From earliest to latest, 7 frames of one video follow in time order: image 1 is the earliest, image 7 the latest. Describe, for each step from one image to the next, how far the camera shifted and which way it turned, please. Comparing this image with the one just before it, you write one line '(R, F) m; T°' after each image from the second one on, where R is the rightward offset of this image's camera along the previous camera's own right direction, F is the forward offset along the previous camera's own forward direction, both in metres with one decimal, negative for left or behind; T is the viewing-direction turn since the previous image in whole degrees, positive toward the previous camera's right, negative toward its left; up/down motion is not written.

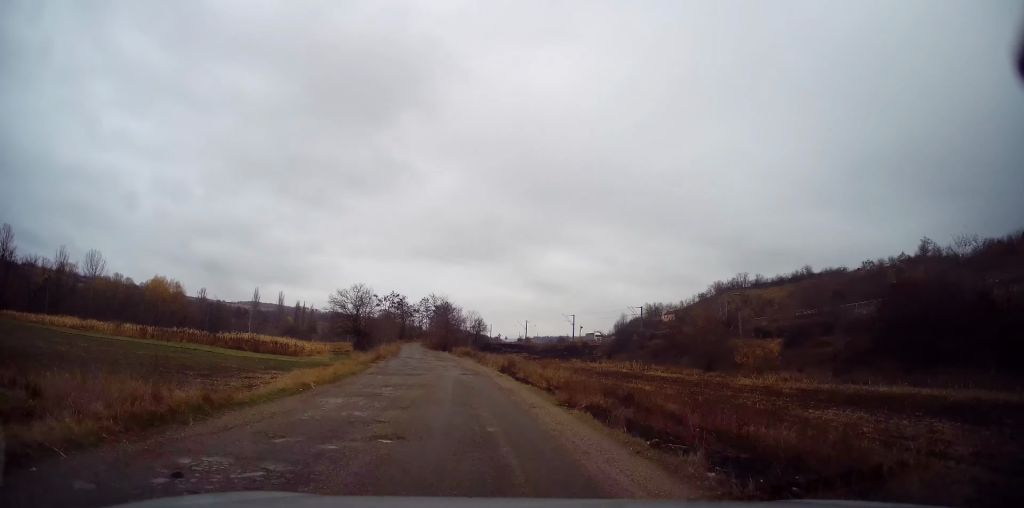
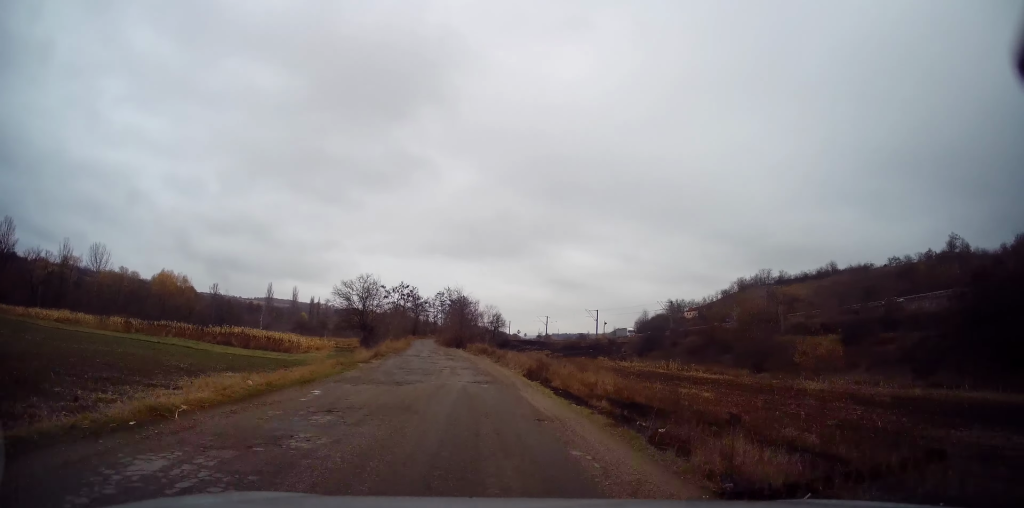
(0.0, +7.8) m; -1°
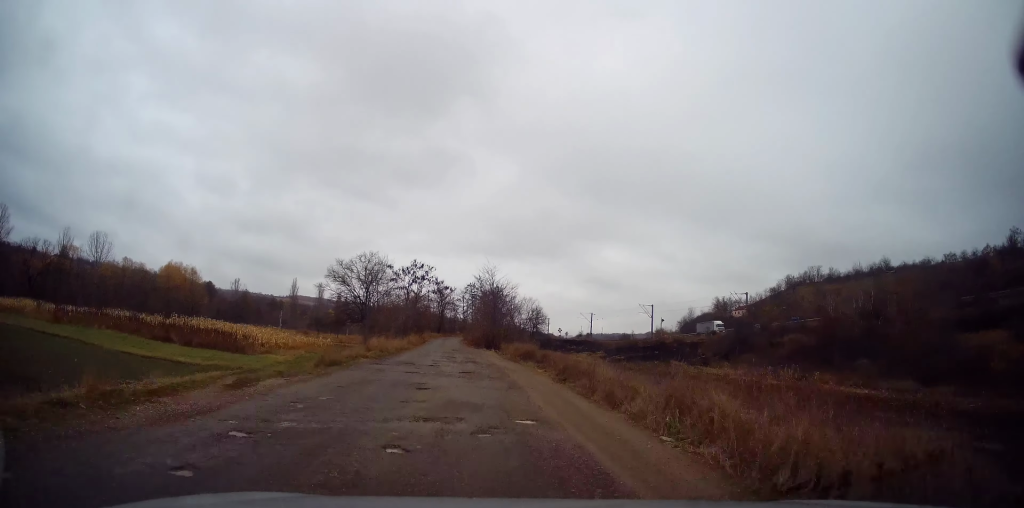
(-0.6, +18.6) m; -2°
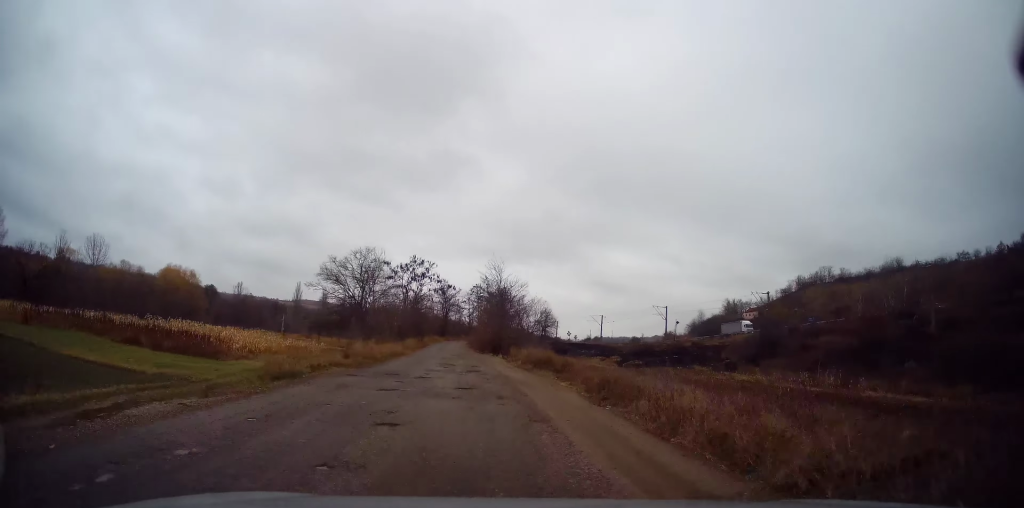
(0.0, +5.0) m; -1°
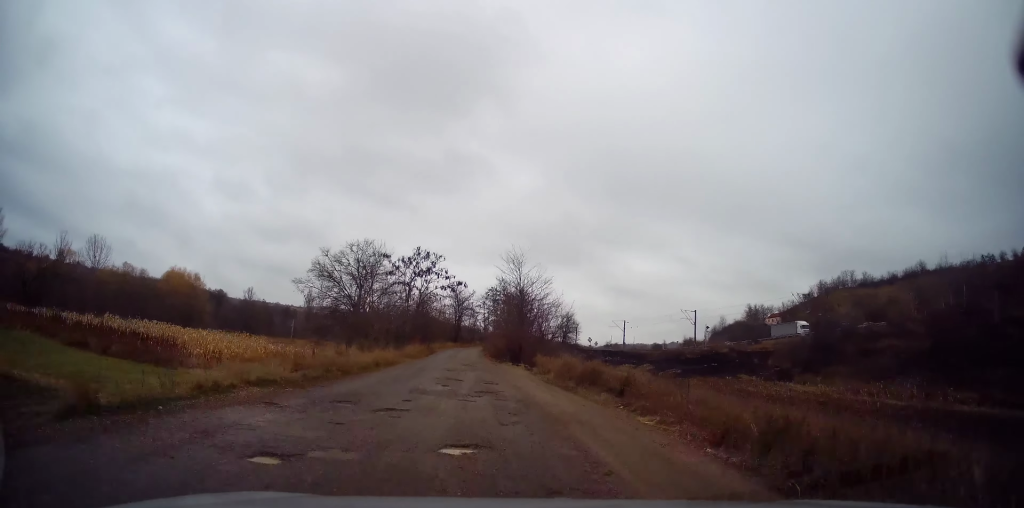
(0.0, +7.2) m; -2°
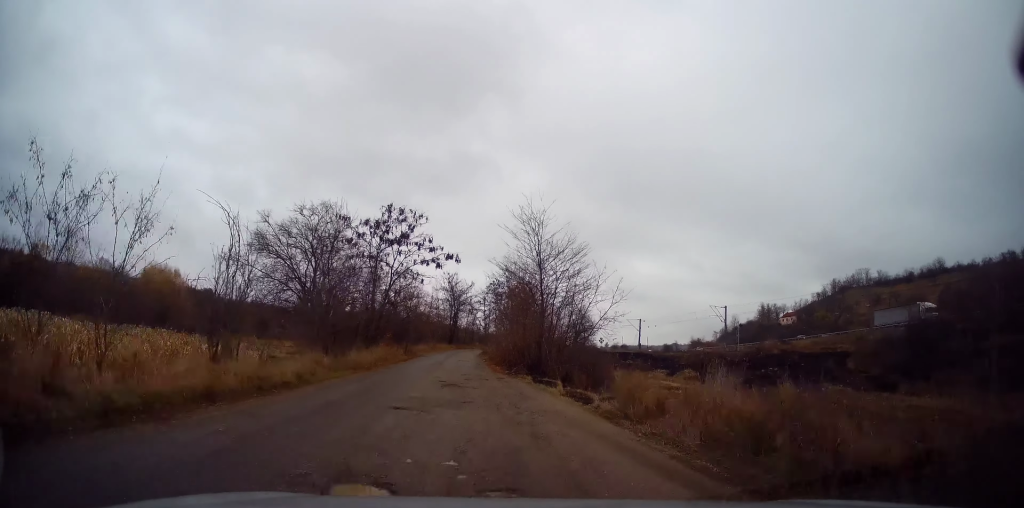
(-0.4, +14.2) m; -2°
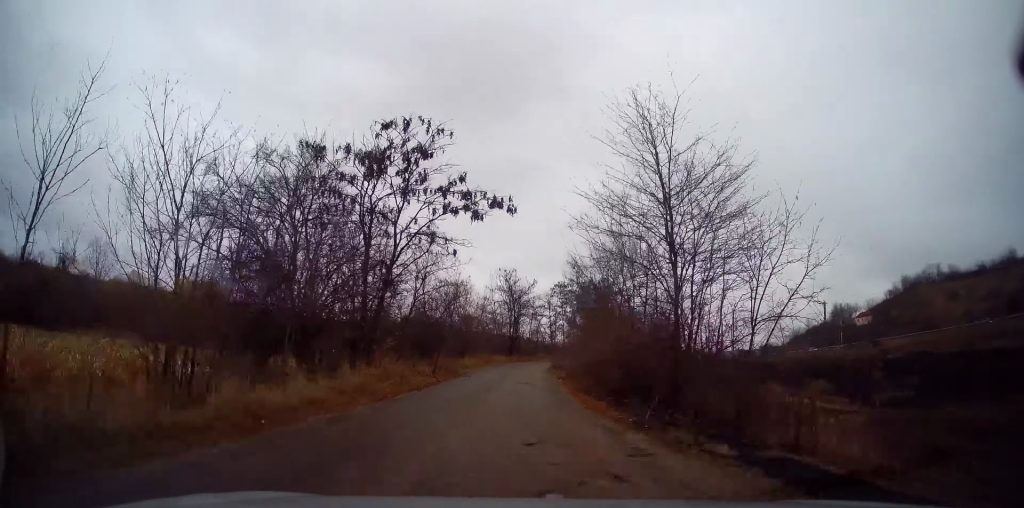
(-0.4, +13.8) m; -4°
